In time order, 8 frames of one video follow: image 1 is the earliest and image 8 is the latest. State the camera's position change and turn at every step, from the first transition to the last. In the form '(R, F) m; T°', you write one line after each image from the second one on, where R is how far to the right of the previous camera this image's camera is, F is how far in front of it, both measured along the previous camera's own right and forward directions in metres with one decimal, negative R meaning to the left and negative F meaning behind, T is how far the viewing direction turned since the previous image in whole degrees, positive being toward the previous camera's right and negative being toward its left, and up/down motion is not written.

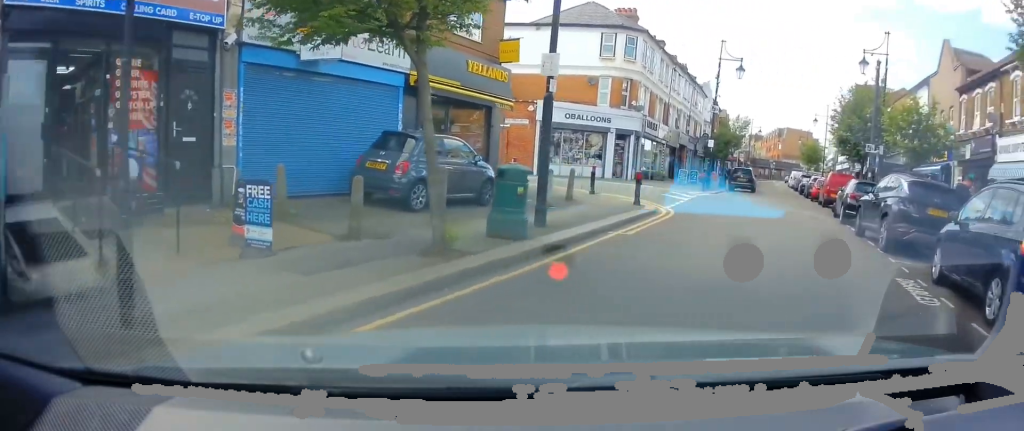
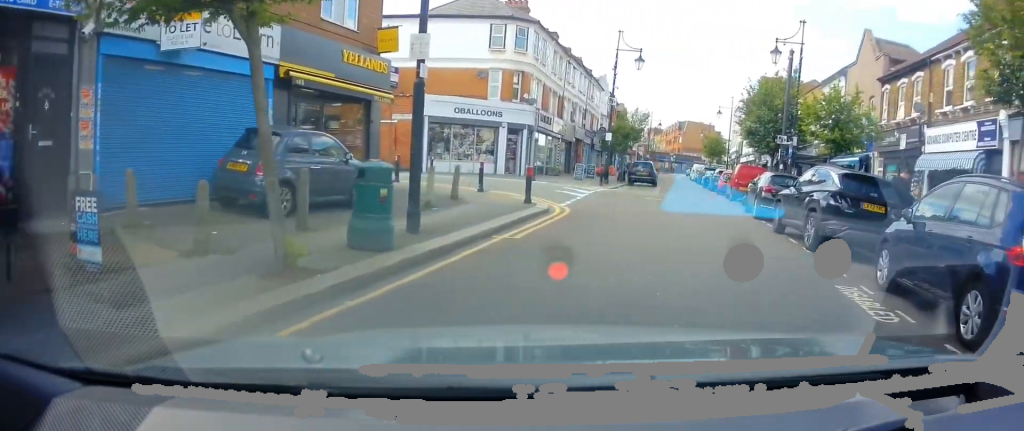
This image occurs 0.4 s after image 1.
(+0.2, +1.3) m; +6°
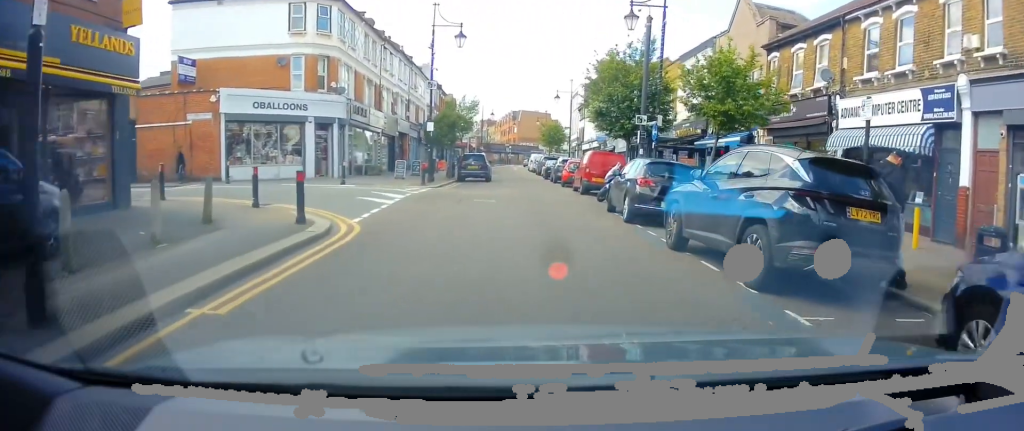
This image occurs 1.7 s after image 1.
(+0.7, +4.5) m; +8°
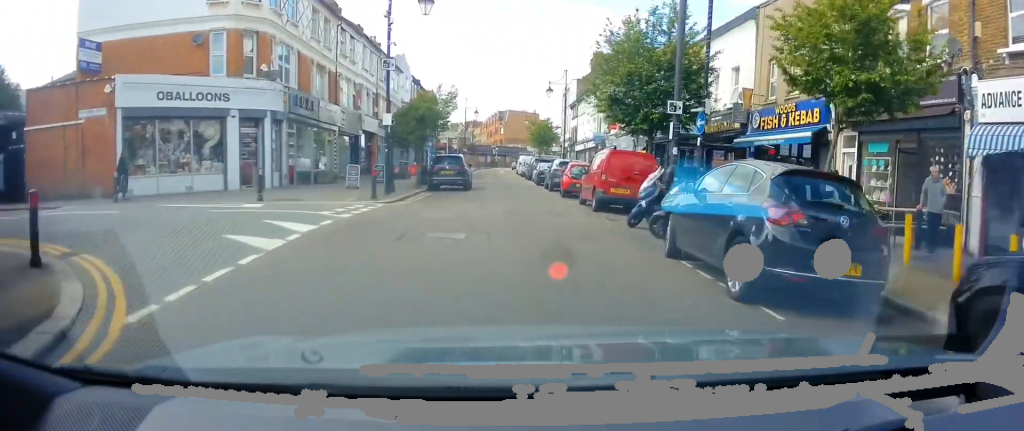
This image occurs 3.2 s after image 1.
(-0.2, +6.3) m; -2°
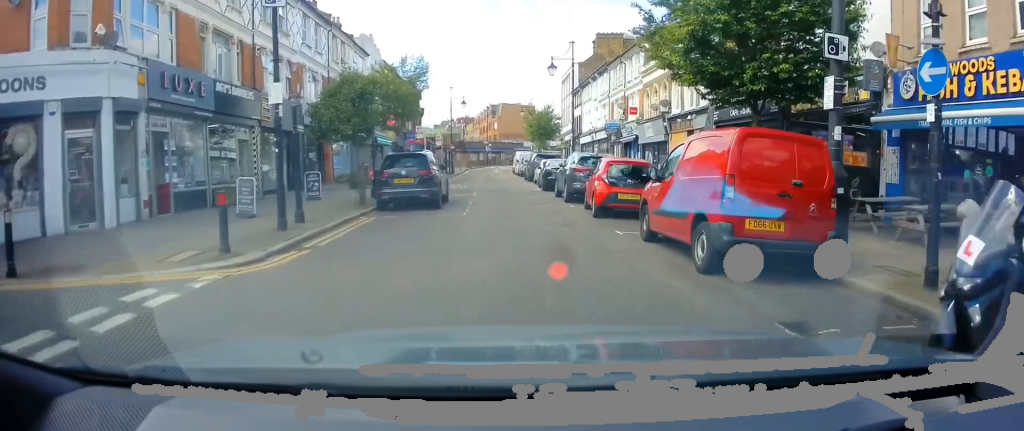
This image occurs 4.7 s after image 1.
(+0.1, +8.6) m; +1°
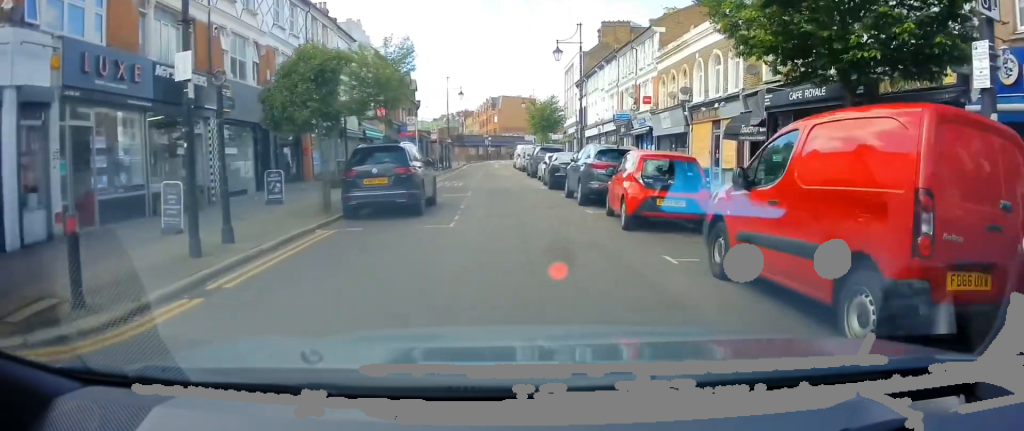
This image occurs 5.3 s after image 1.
(0.0, +3.5) m; 0°
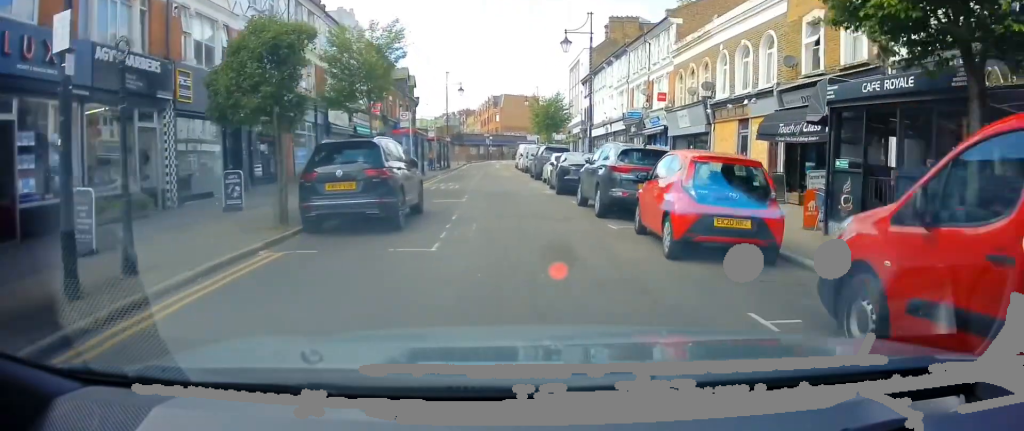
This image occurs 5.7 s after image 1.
(0.0, +2.8) m; 0°
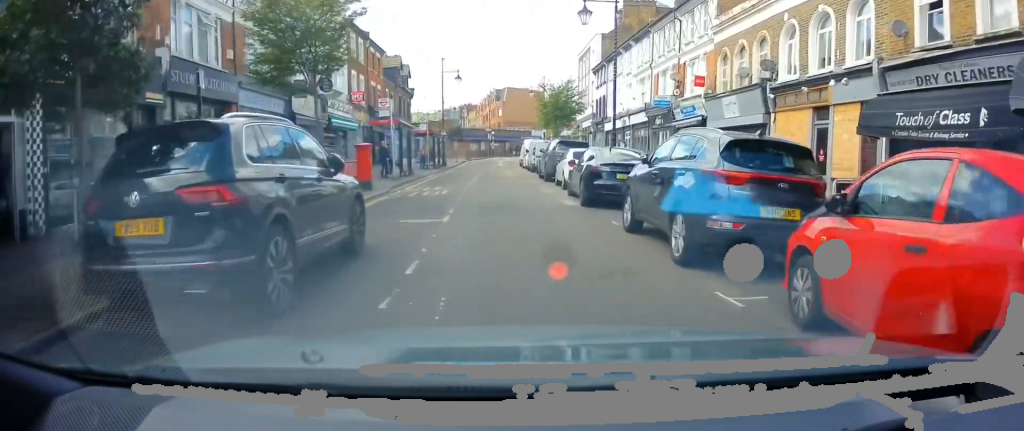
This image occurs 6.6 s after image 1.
(0.0, +5.6) m; 0°
